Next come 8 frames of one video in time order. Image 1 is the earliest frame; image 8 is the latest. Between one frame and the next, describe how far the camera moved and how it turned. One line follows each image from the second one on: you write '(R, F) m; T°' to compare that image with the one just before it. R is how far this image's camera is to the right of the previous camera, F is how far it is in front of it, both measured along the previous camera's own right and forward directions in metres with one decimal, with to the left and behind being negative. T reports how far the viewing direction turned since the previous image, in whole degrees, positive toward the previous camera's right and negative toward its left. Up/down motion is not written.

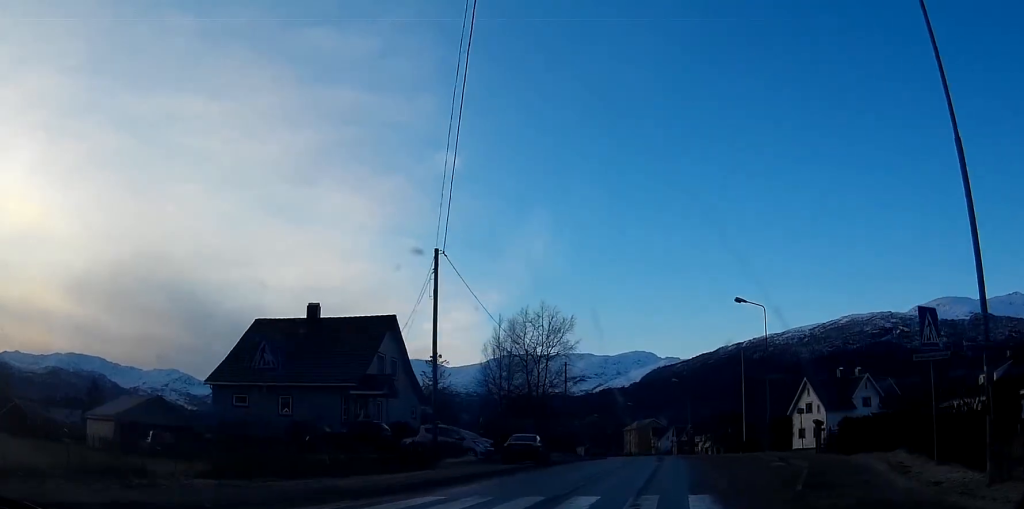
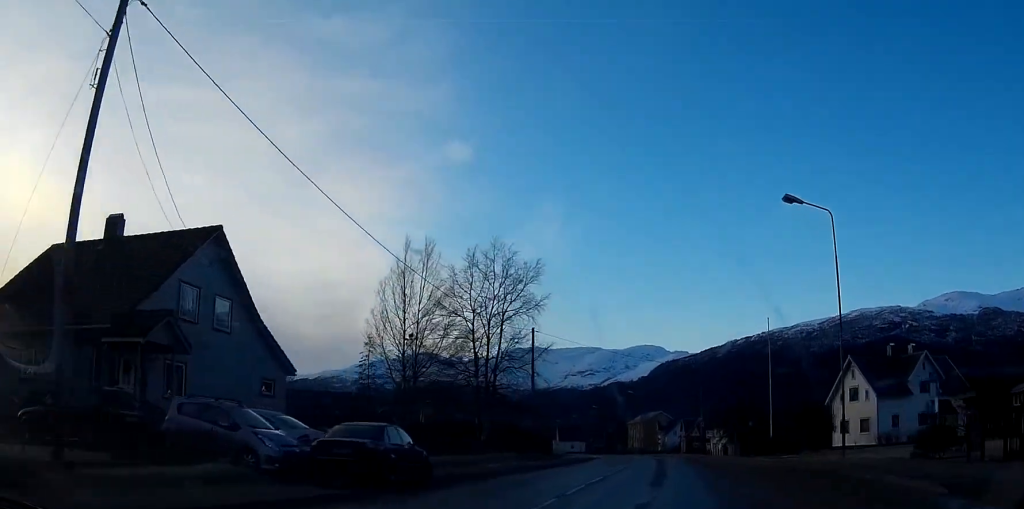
(-0.3, +20.5) m; 0°
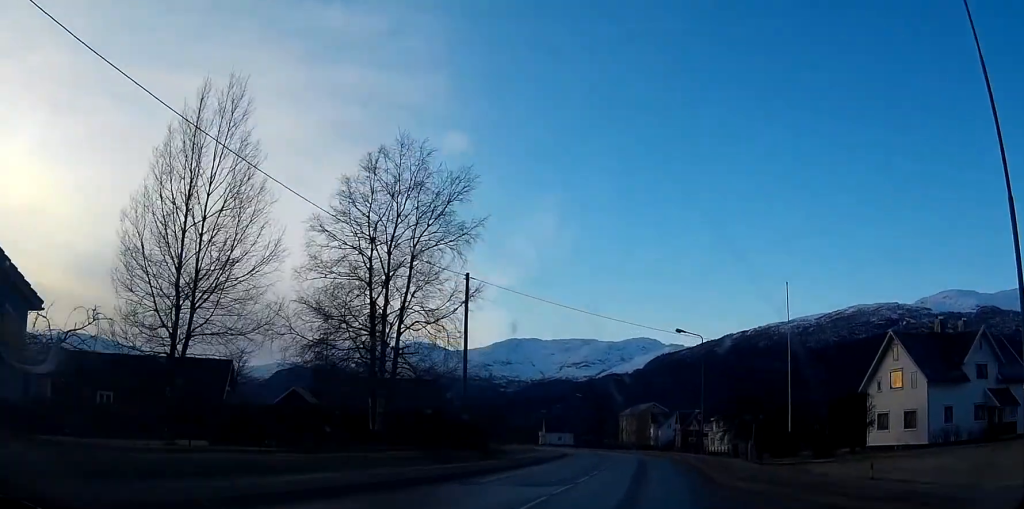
(+0.2, +16.6) m; -1°
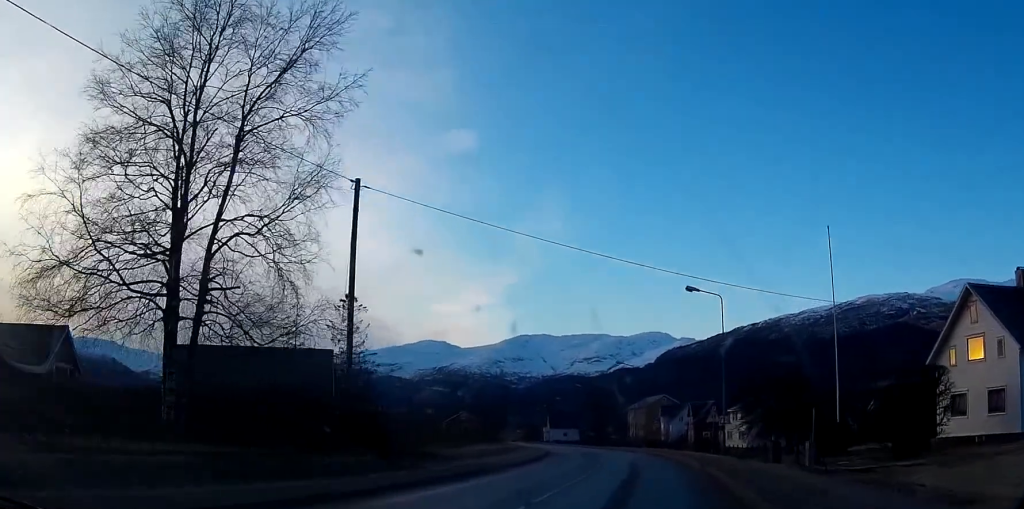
(-0.4, +15.0) m; -2°
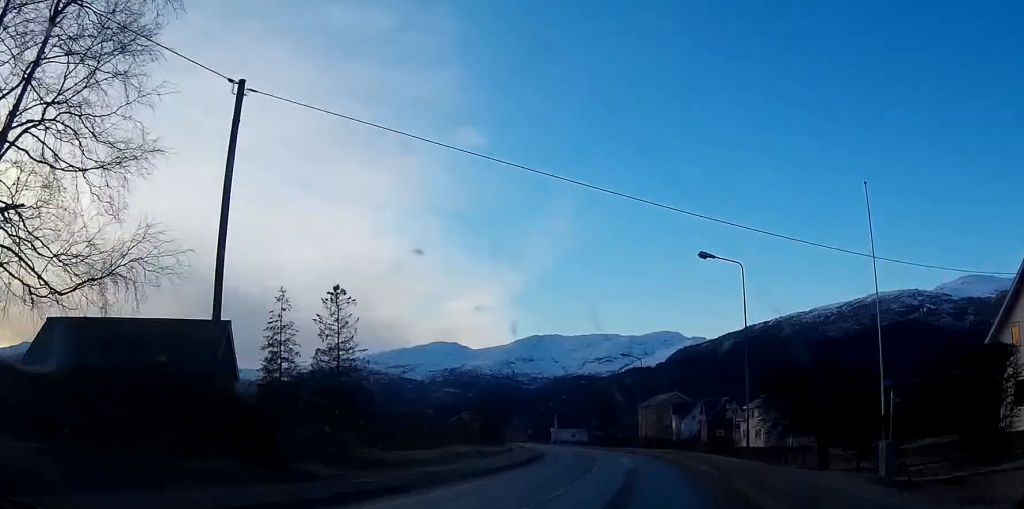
(0.0, +8.1) m; 0°
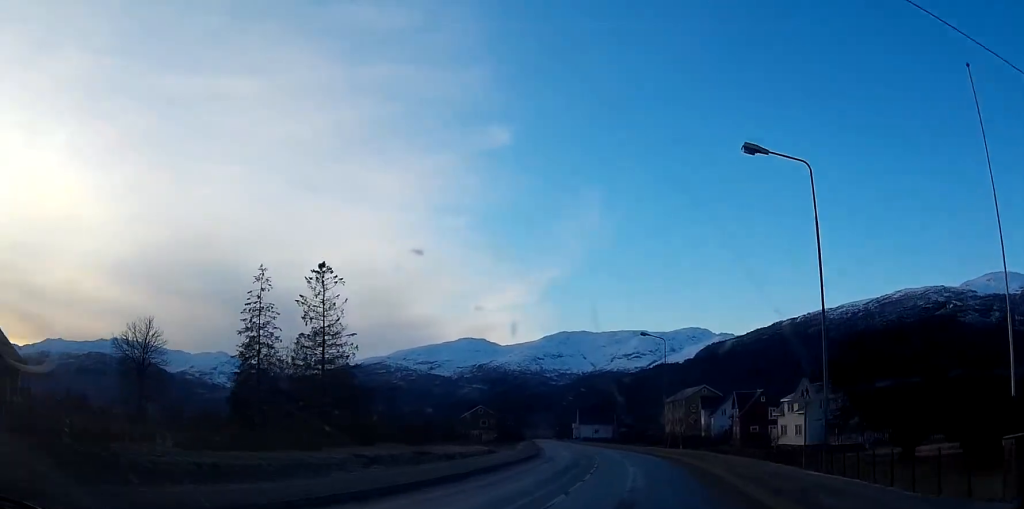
(+0.2, +13.3) m; +1°
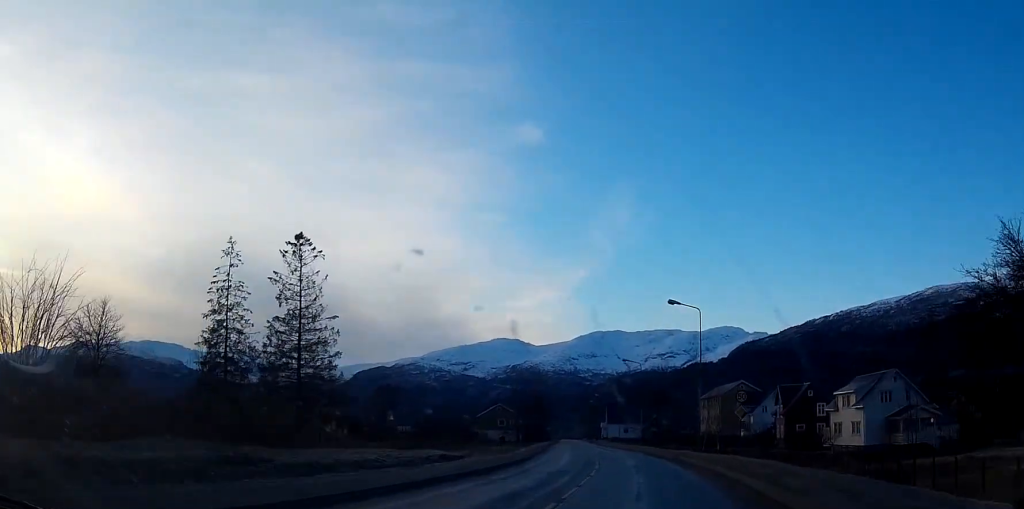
(-0.1, +14.5) m; -2°
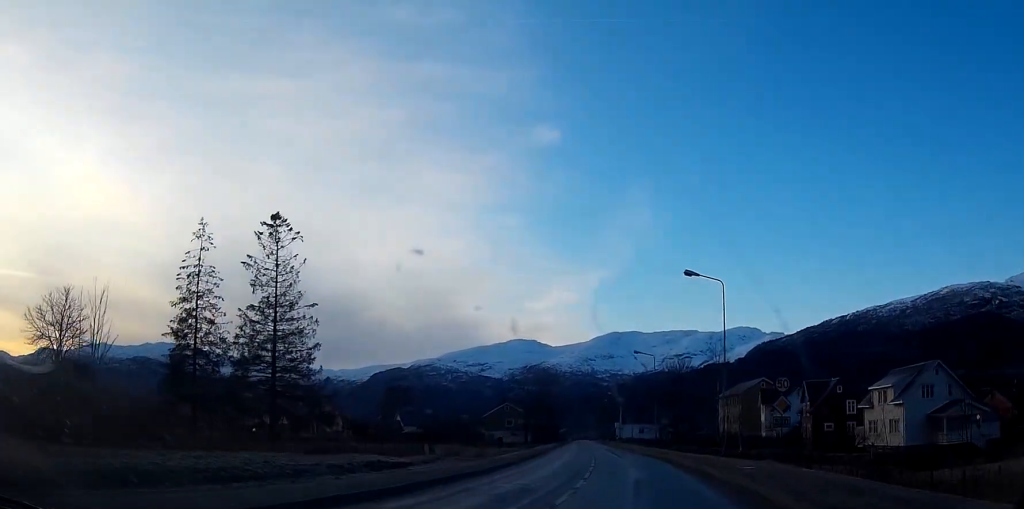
(-0.2, +8.6) m; -2°
